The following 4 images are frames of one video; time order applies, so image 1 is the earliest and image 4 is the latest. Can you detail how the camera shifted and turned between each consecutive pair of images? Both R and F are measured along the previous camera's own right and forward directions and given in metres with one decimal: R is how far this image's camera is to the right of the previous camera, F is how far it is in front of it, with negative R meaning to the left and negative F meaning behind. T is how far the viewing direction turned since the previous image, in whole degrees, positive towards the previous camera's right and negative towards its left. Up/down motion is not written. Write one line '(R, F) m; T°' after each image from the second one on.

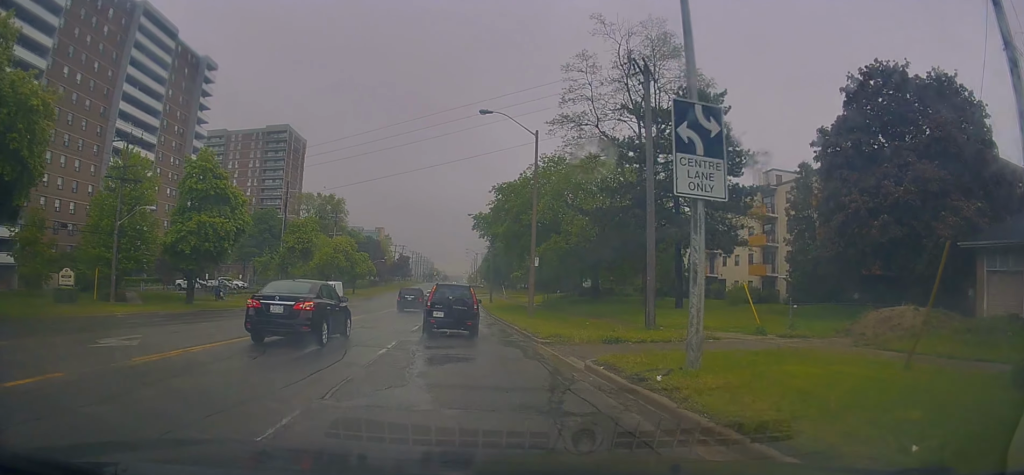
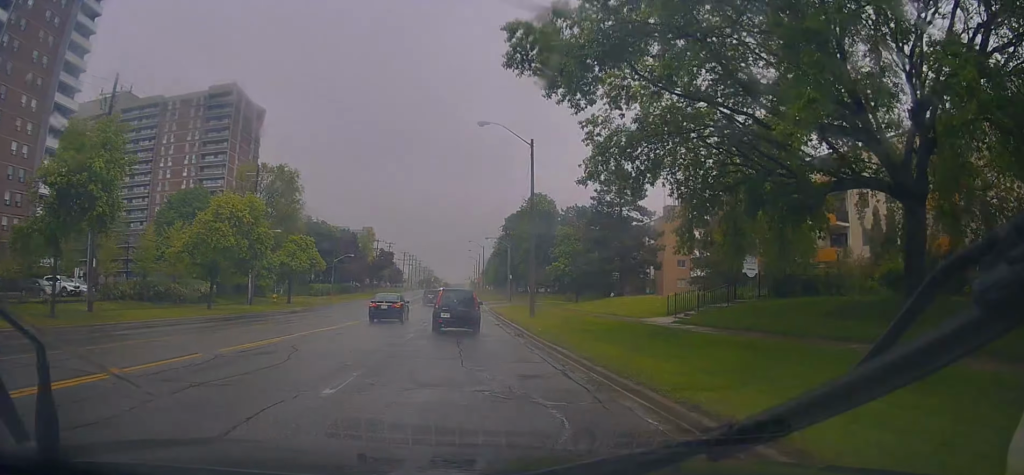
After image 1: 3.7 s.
(+0.4, +40.9) m; 0°
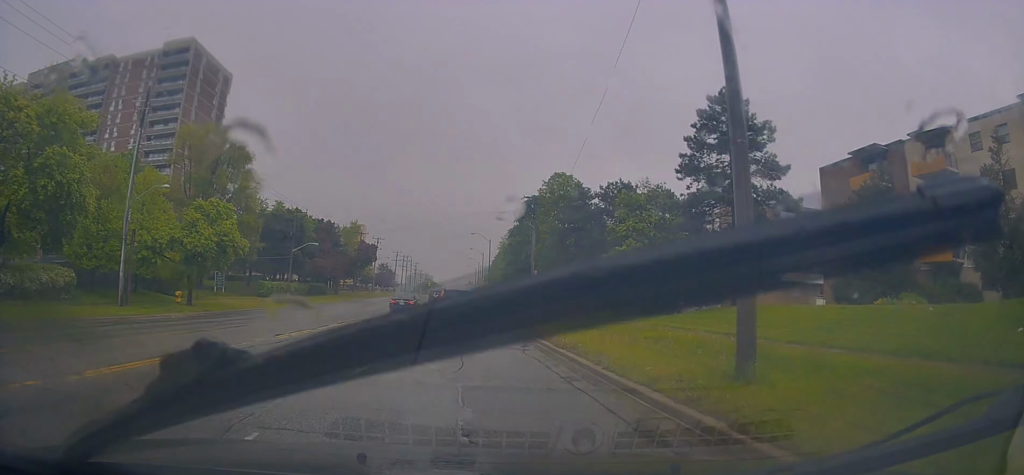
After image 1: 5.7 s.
(-0.1, +24.6) m; -2°
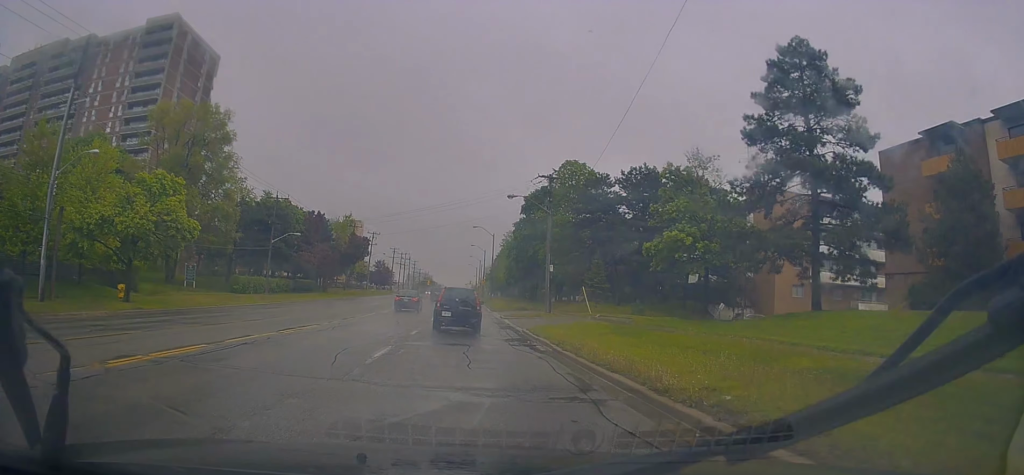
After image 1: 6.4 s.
(0.0, +8.9) m; +2°
